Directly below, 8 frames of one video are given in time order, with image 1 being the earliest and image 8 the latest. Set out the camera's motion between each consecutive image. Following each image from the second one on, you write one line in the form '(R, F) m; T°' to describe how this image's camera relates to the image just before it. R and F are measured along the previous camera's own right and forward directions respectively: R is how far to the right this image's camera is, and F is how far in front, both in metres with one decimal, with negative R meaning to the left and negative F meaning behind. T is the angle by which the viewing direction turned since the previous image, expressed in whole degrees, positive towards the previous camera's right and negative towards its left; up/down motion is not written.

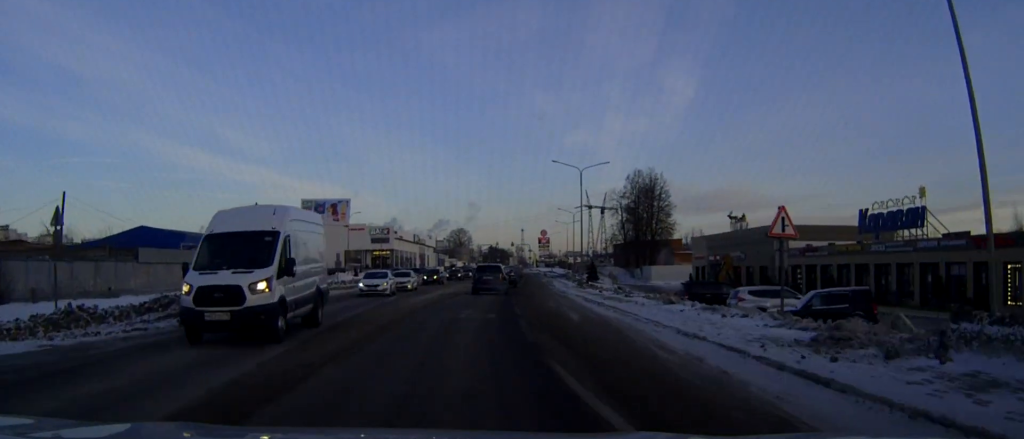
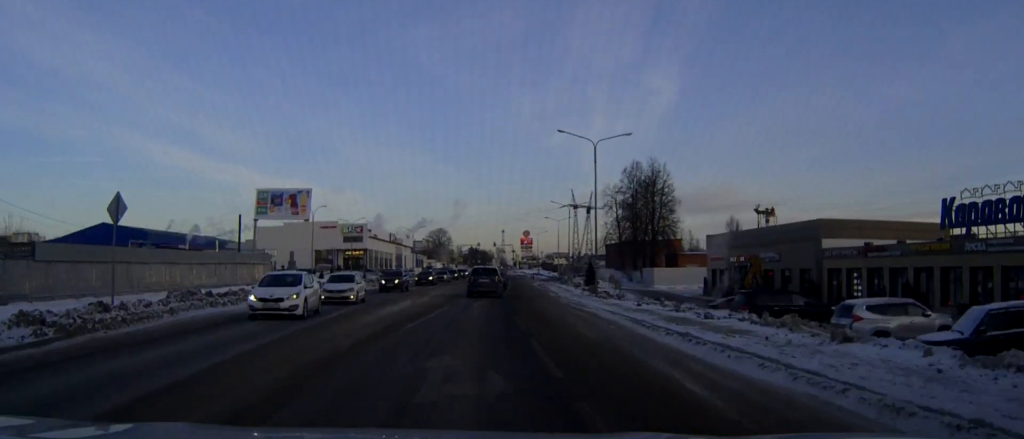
(+0.1, +11.7) m; +2°
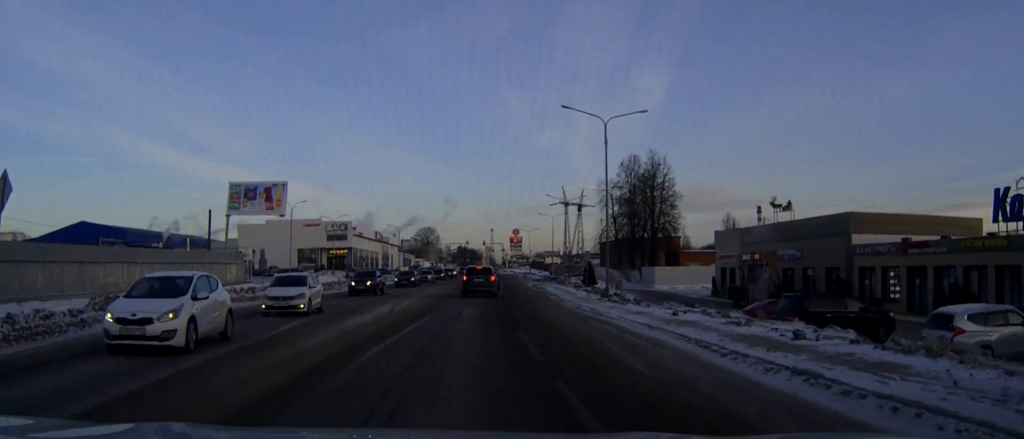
(+0.1, +5.8) m; +1°
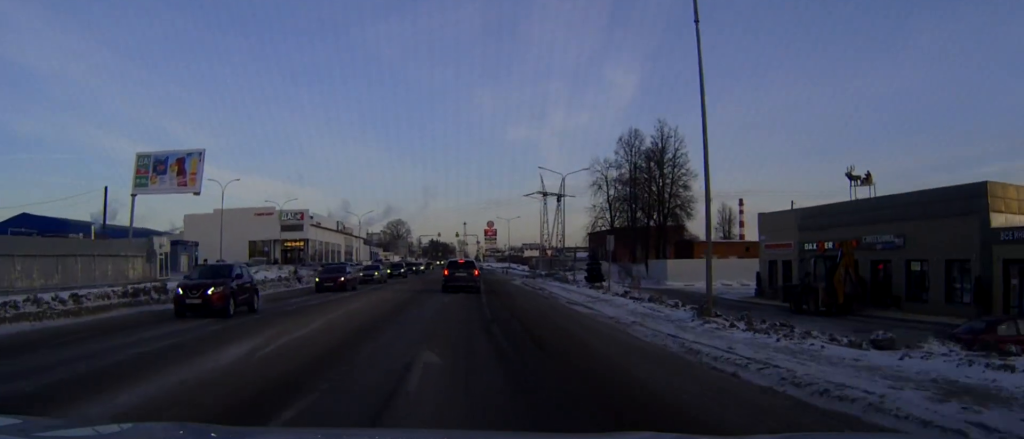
(+0.3, +16.3) m; +1°
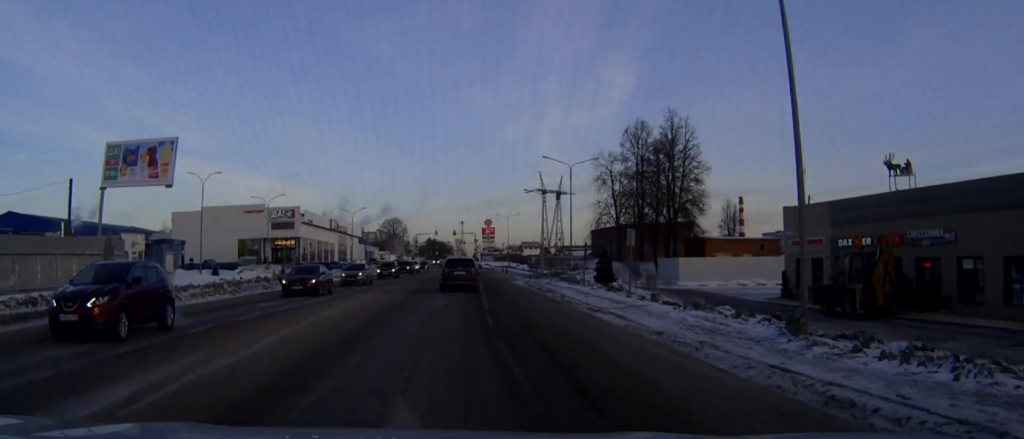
(0.0, +4.7) m; 0°
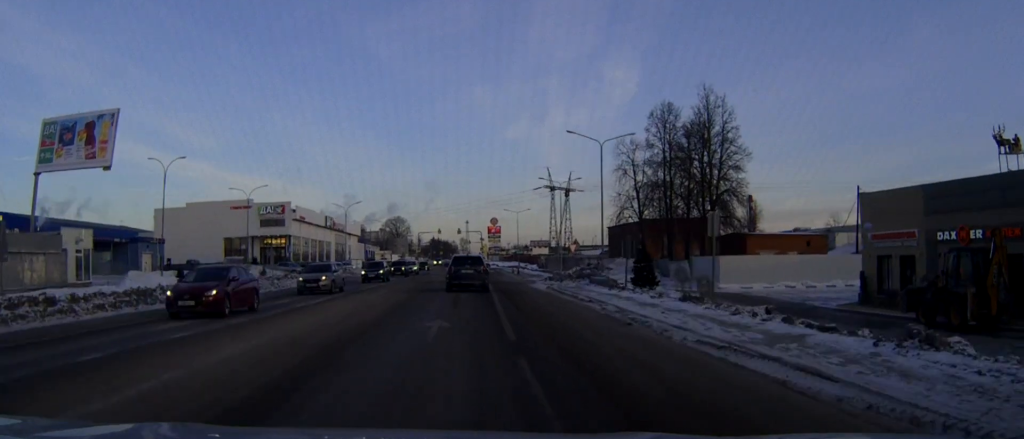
(0.0, +9.6) m; 0°
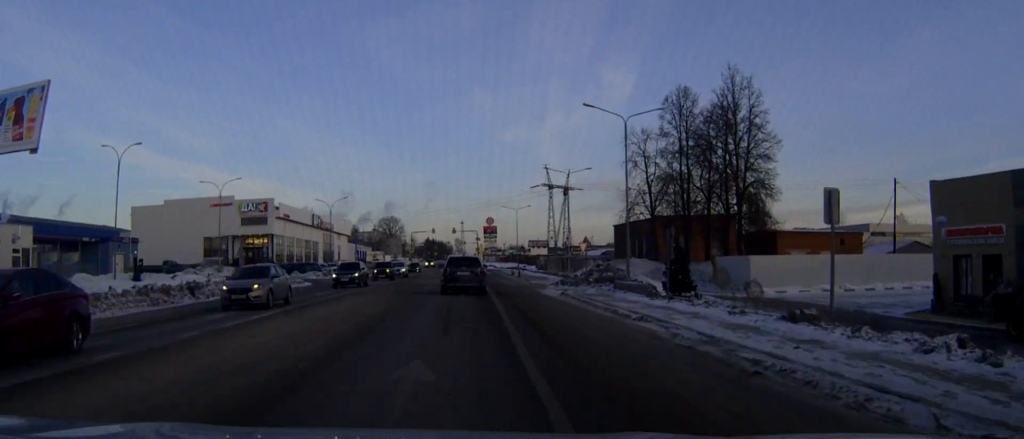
(0.0, +7.4) m; 0°
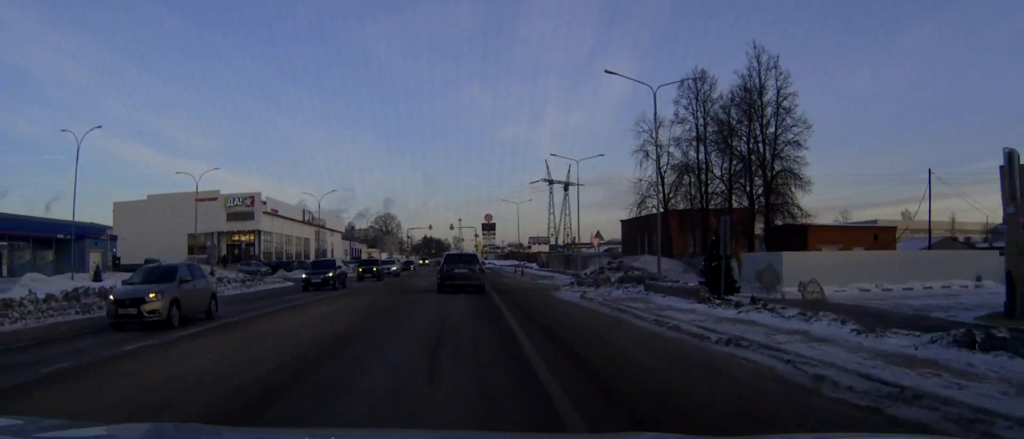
(0.0, +5.8) m; 0°
